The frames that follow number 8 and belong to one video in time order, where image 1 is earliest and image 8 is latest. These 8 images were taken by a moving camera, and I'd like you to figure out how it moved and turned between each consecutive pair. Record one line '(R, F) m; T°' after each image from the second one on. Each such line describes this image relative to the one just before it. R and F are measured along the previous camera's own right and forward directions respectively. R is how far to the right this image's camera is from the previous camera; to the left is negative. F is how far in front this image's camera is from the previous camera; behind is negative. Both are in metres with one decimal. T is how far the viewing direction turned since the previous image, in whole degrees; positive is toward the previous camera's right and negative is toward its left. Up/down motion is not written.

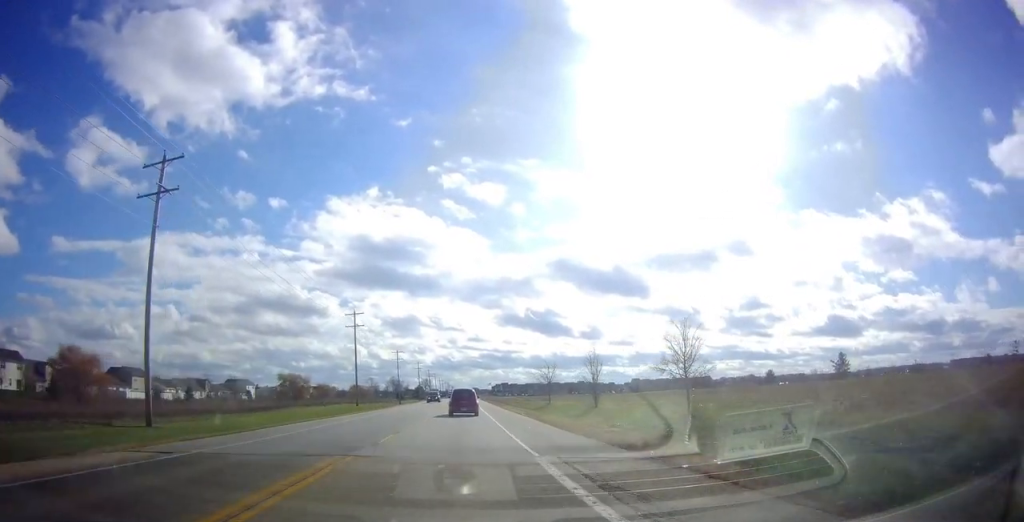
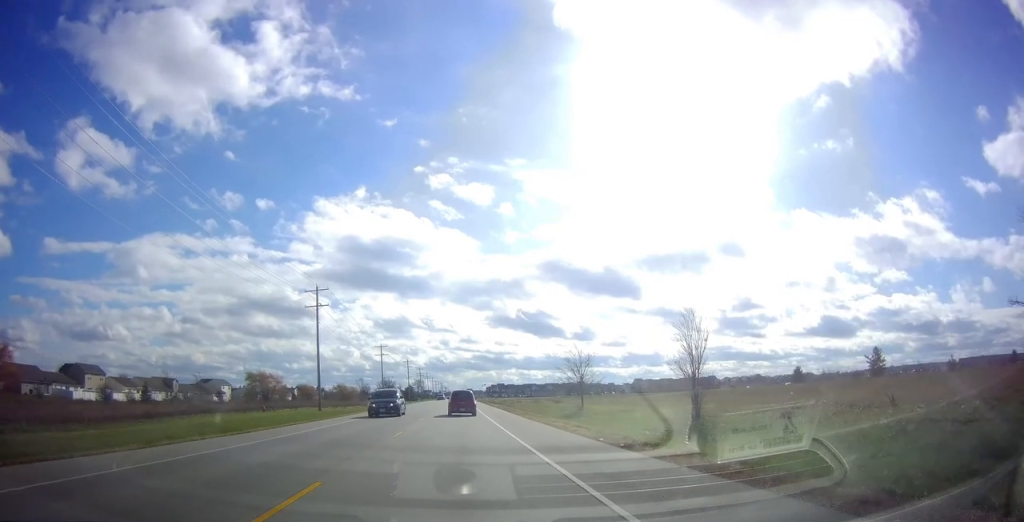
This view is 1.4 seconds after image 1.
(0.0, +21.1) m; +1°
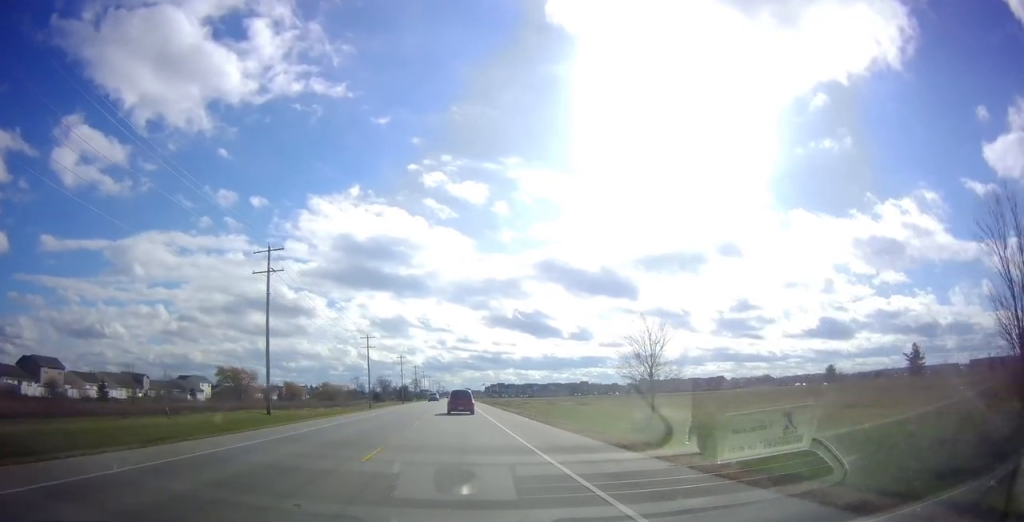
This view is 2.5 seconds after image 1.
(+0.2, +18.9) m; -2°
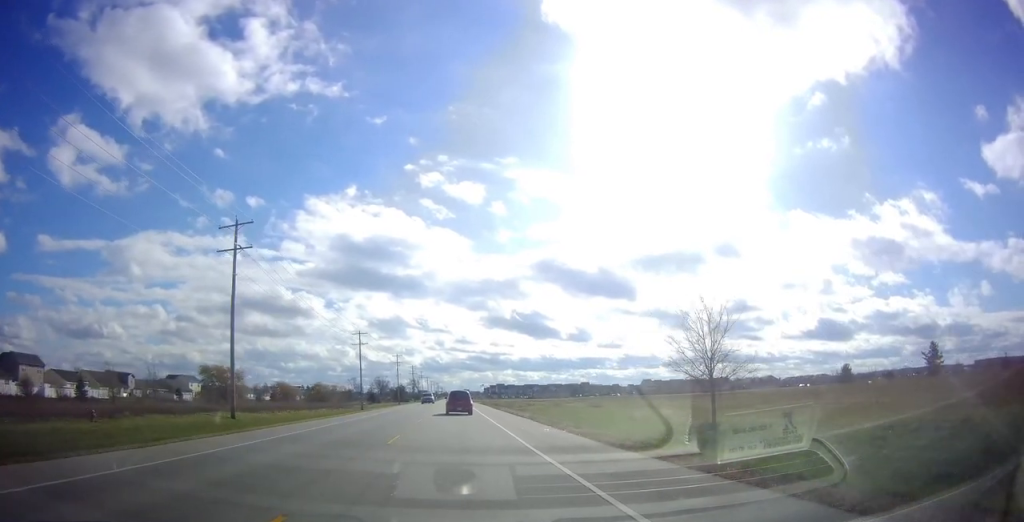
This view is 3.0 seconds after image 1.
(-0.2, +8.1) m; -1°
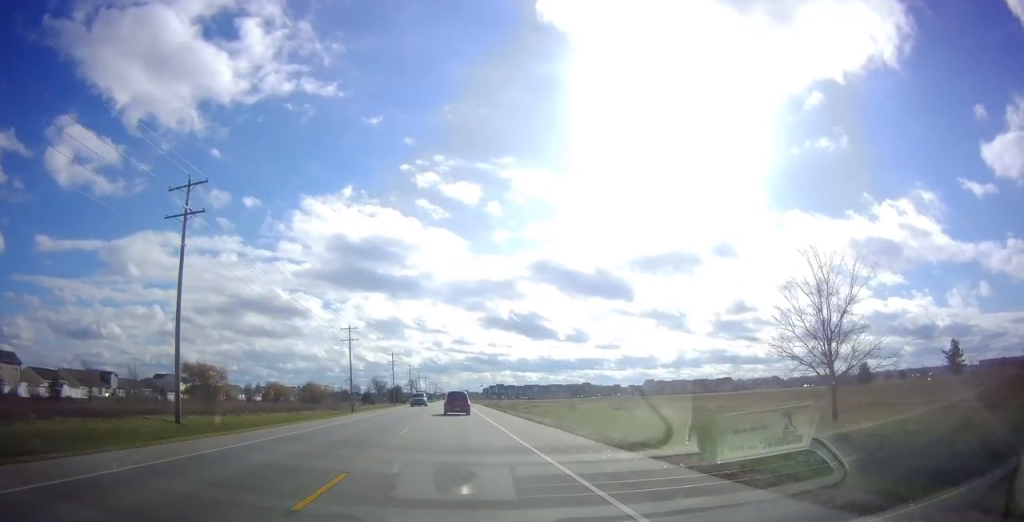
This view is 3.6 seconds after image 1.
(-0.4, +9.0) m; 0°
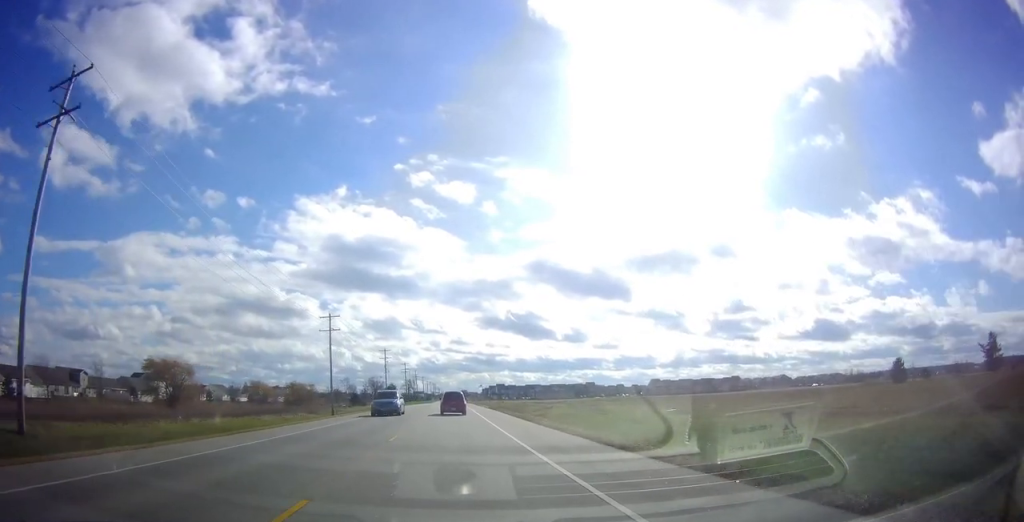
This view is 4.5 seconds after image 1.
(+0.5, +14.4) m; +2°
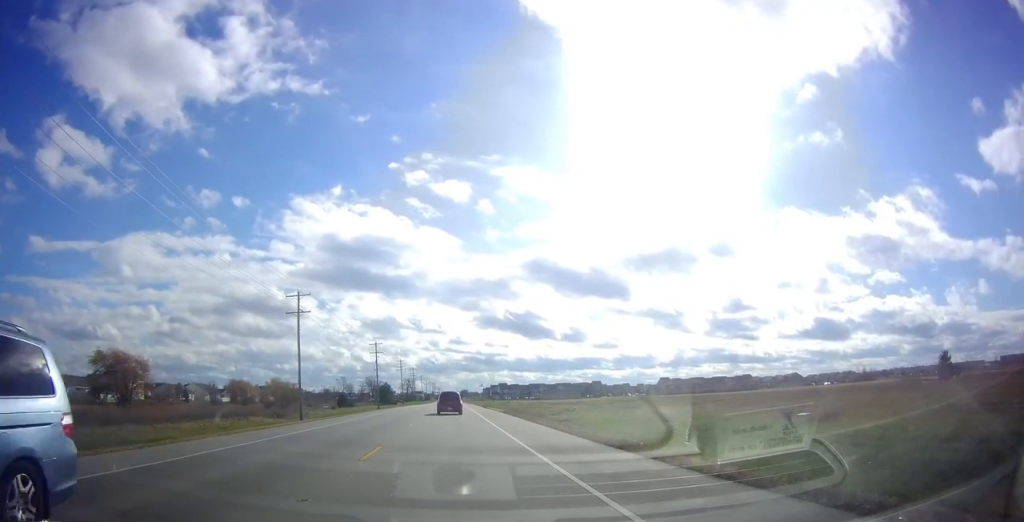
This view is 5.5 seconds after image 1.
(+0.2, +17.0) m; +1°
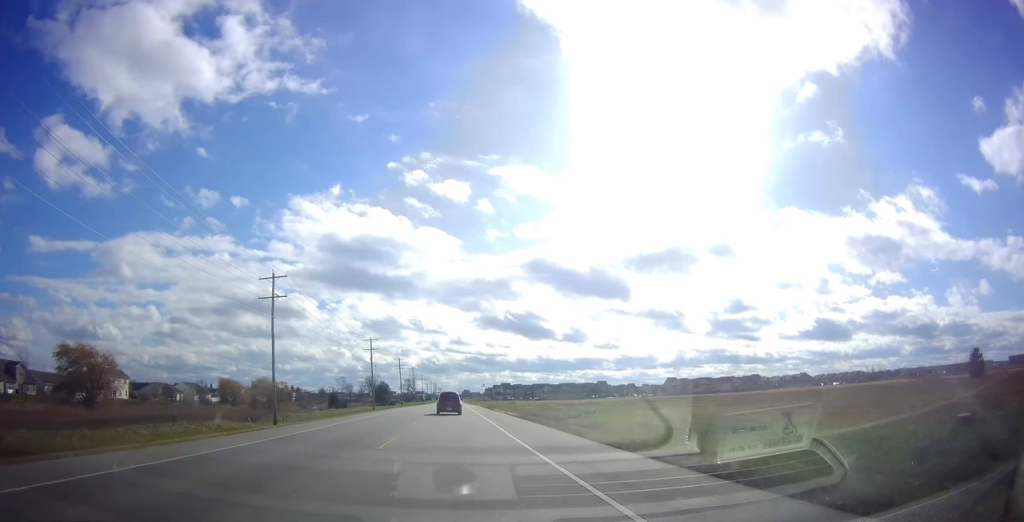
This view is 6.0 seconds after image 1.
(0.0, +9.8) m; 0°
